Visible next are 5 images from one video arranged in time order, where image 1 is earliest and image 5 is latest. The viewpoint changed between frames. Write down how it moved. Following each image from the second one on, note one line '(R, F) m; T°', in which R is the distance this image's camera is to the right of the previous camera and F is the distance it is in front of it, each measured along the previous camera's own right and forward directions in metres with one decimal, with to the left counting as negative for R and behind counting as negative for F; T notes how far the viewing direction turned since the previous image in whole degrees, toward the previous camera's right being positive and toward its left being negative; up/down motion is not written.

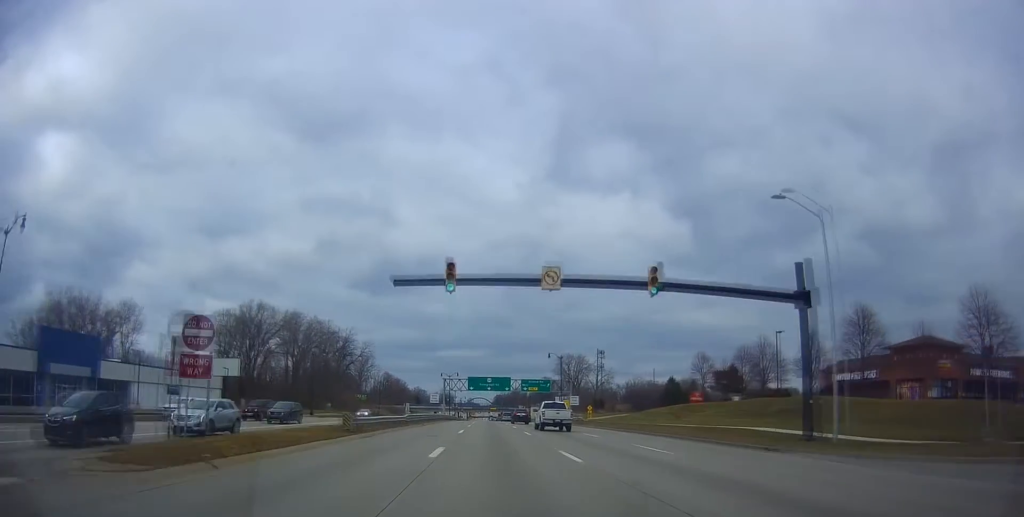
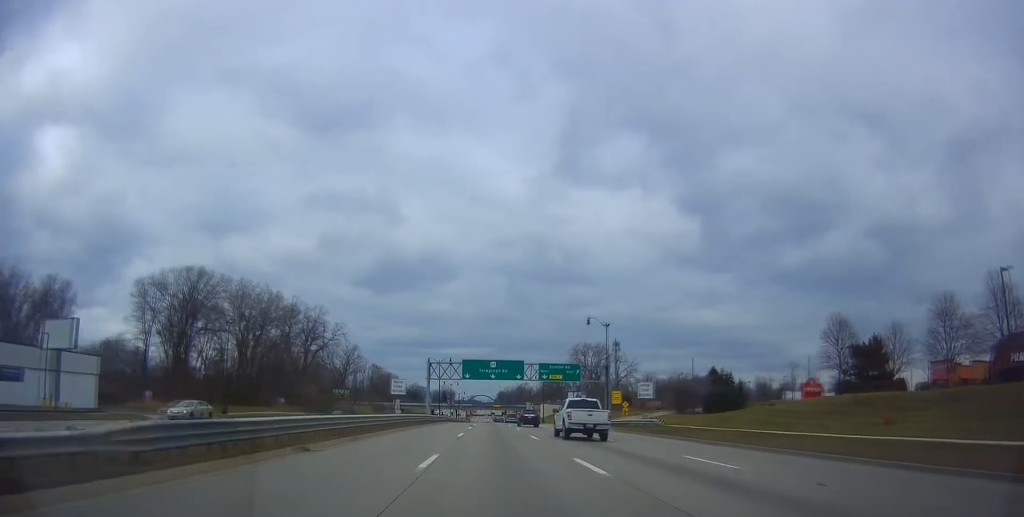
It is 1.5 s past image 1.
(-0.2, +35.0) m; 0°
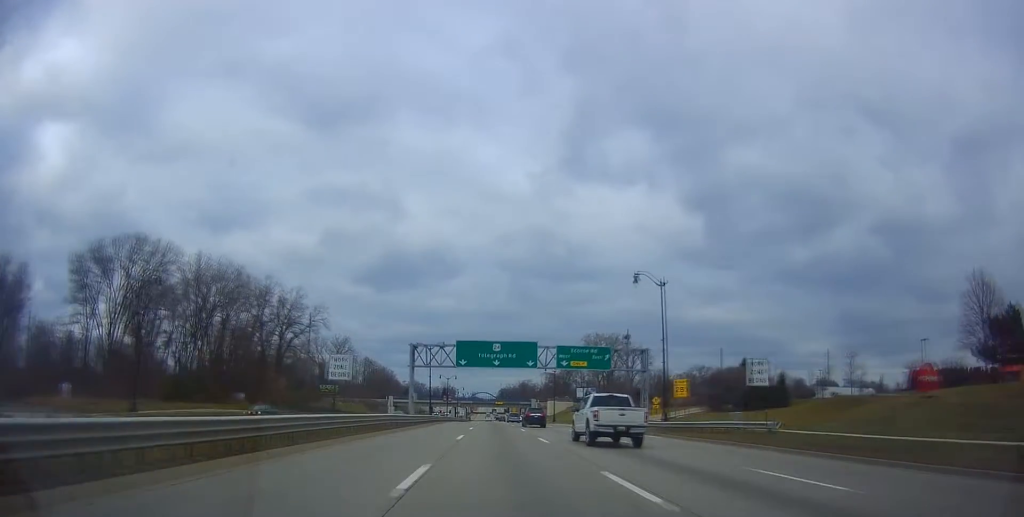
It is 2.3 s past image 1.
(+0.2, +19.2) m; +1°
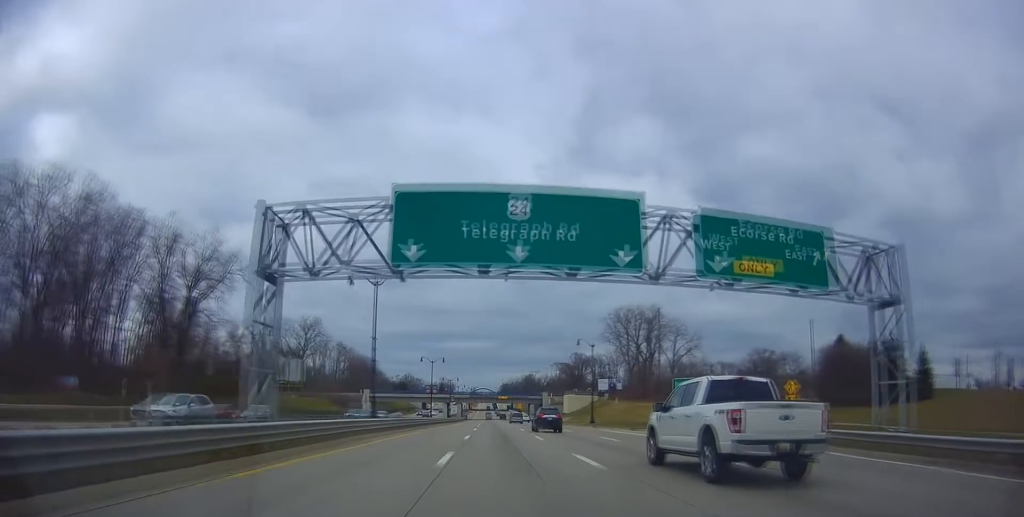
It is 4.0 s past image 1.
(0.0, +41.9) m; -2°
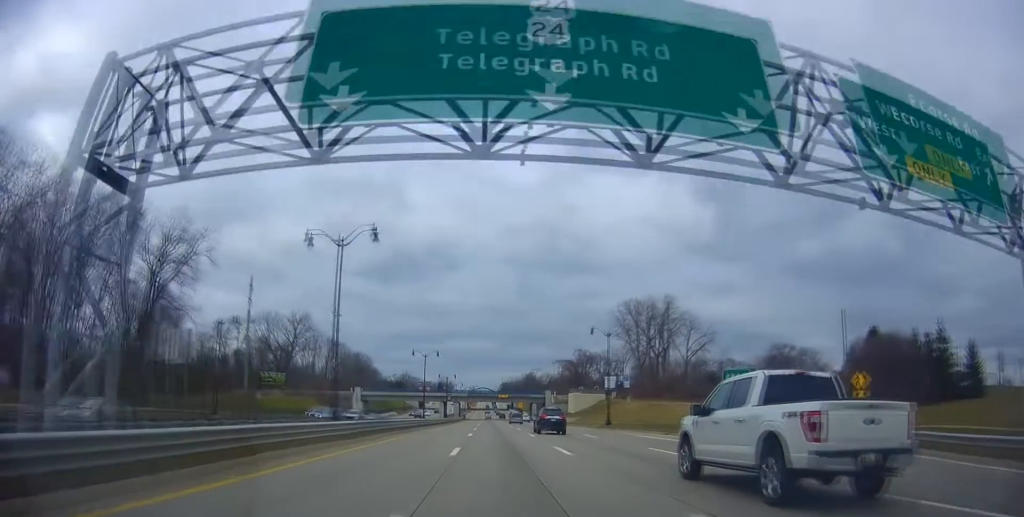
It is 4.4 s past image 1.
(-0.3, +10.7) m; 0°
